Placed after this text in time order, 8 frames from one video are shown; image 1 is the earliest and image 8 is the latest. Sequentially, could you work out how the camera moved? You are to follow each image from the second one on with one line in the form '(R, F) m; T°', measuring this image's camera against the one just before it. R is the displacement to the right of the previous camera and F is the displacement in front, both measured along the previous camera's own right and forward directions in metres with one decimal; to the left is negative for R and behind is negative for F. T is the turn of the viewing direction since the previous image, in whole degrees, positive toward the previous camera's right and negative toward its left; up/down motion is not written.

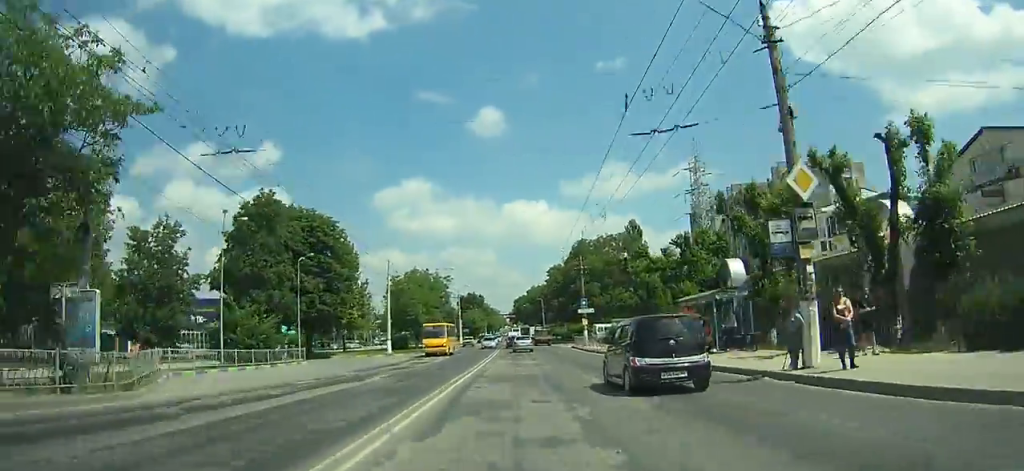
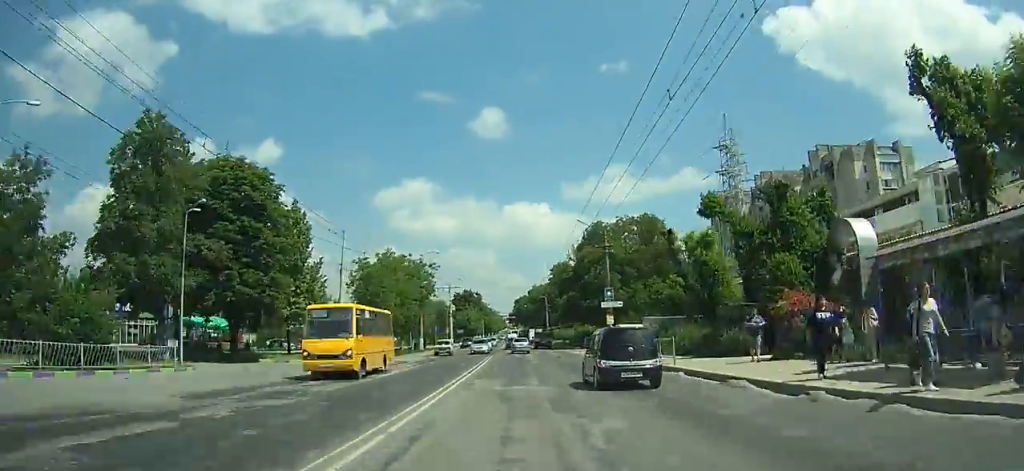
(0.0, +15.7) m; 0°
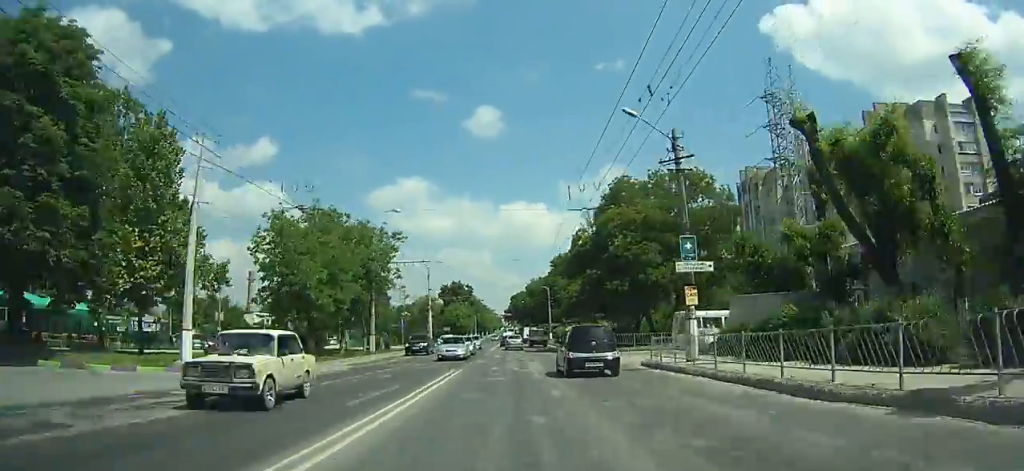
(+0.2, +20.1) m; 0°
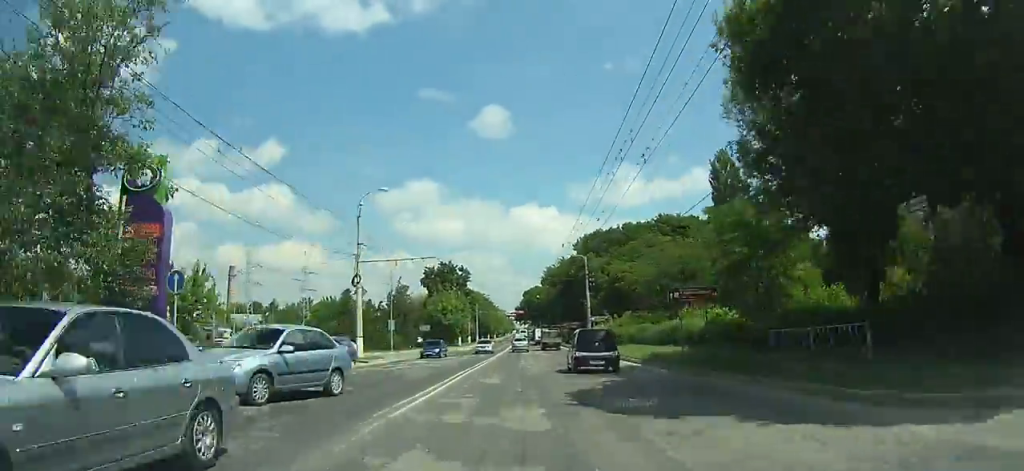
(-0.2, +37.9) m; 0°
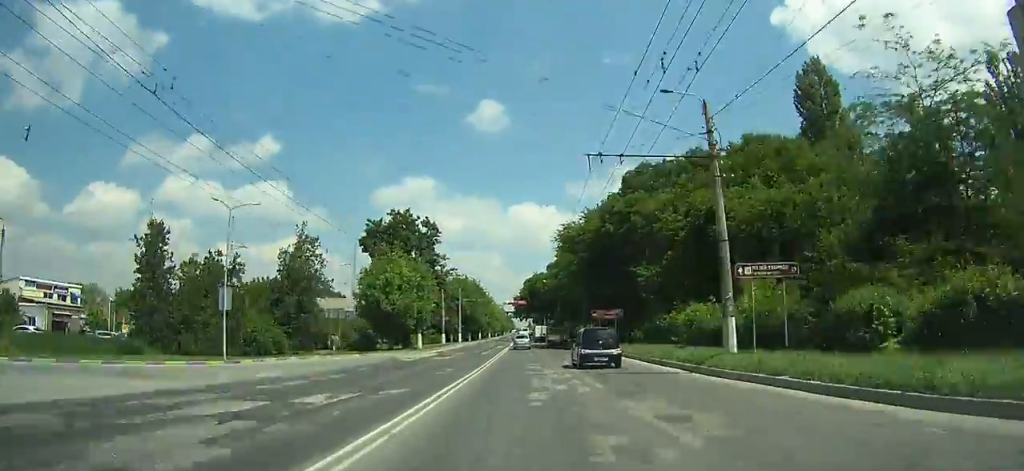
(0.0, +36.6) m; 0°
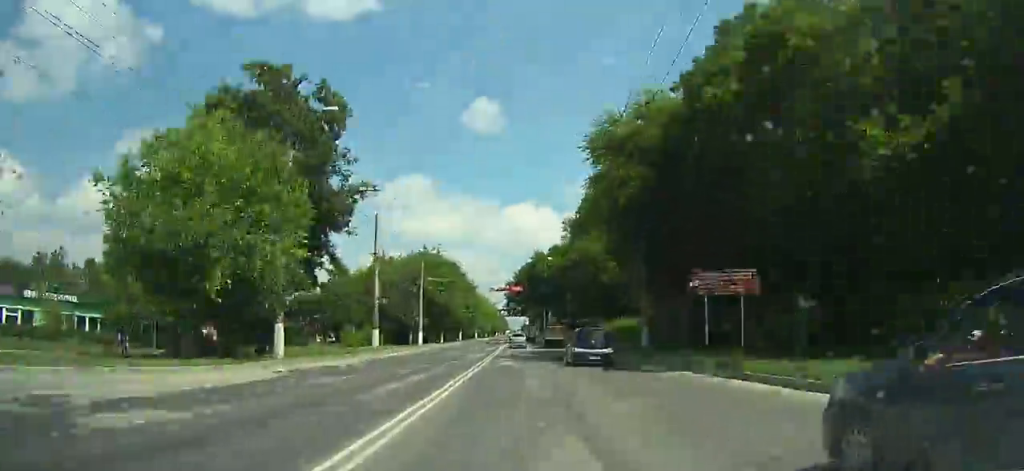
(+0.2, +31.9) m; 0°
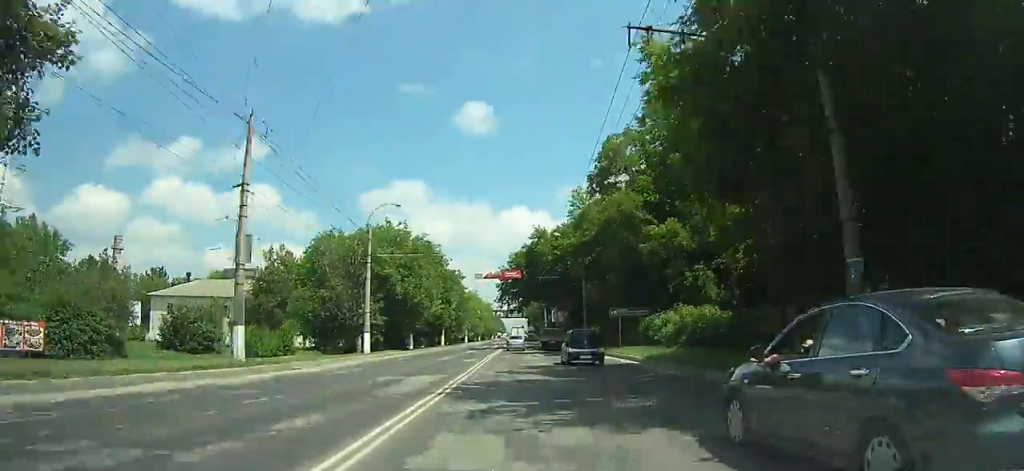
(-0.1, +20.4) m; 0°
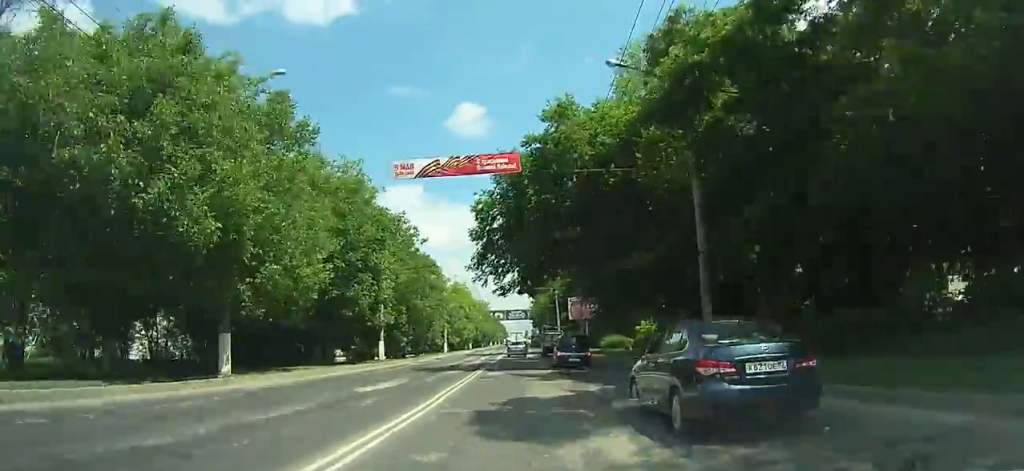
(-0.2, +36.7) m; 0°
